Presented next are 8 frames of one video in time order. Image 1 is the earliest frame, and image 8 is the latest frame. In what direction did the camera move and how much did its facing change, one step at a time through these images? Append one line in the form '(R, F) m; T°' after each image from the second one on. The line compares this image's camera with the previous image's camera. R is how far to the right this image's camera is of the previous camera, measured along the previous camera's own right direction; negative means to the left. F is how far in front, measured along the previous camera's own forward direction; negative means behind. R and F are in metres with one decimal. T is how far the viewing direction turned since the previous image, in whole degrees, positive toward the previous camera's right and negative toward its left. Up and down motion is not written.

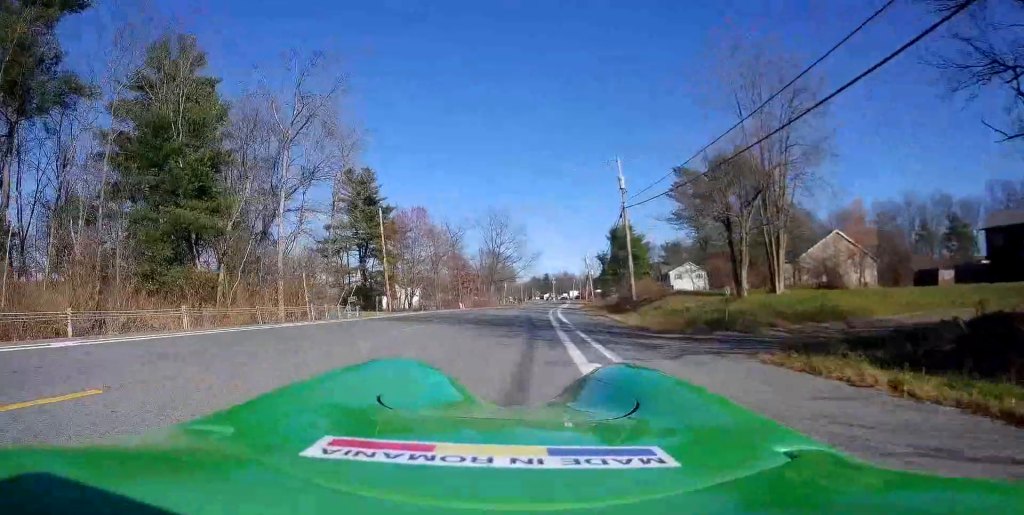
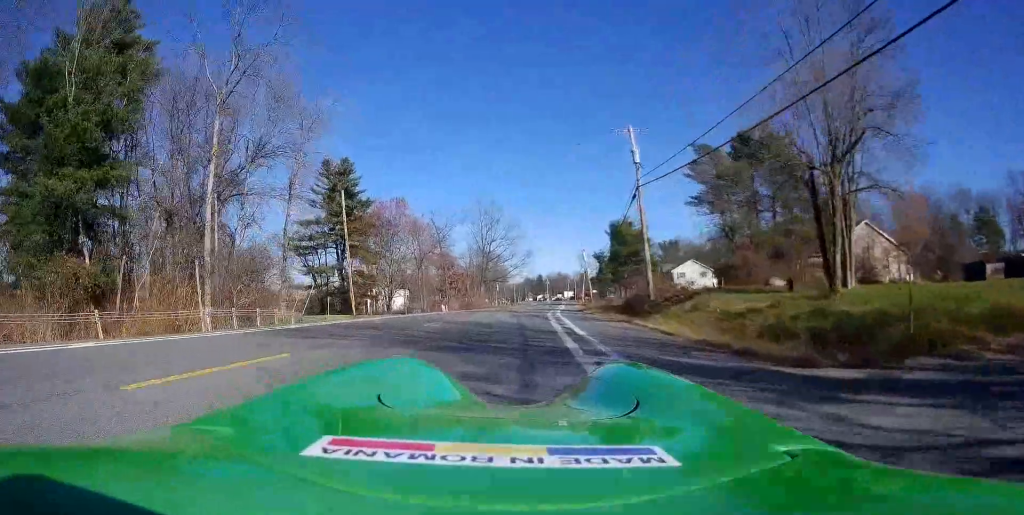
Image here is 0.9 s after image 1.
(-0.5, +8.7) m; -1°
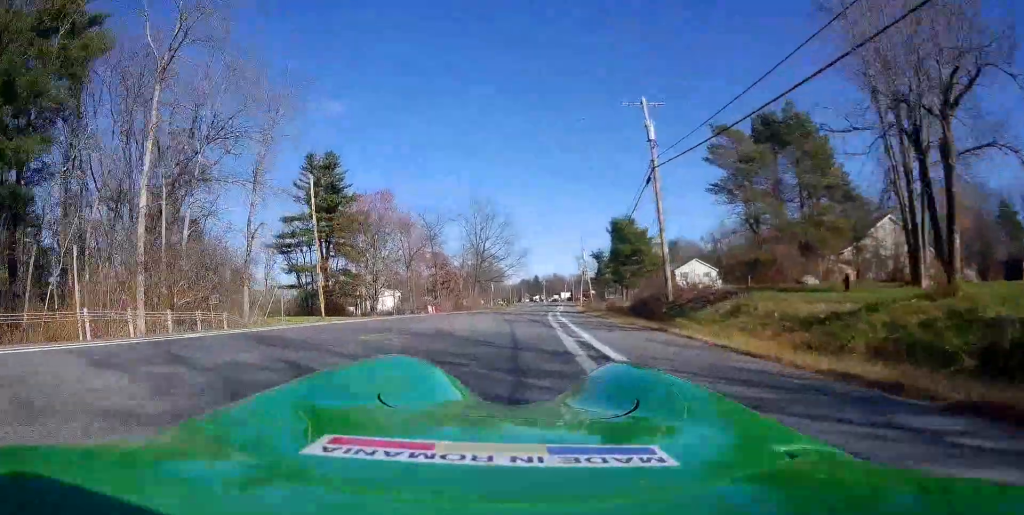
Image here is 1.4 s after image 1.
(0.0, +5.3) m; +1°
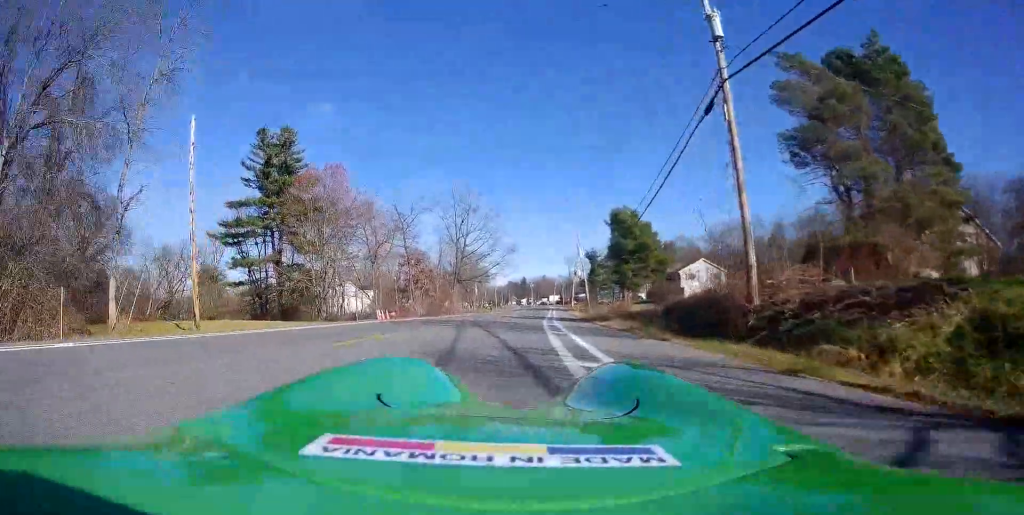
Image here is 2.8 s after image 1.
(+0.6, +13.0) m; +4°
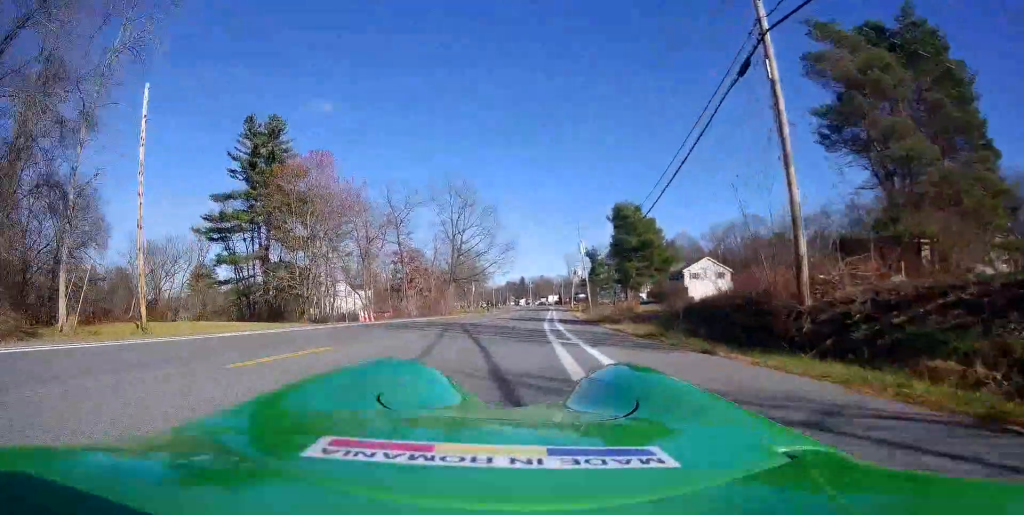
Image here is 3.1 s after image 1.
(0.0, +3.7) m; +1°
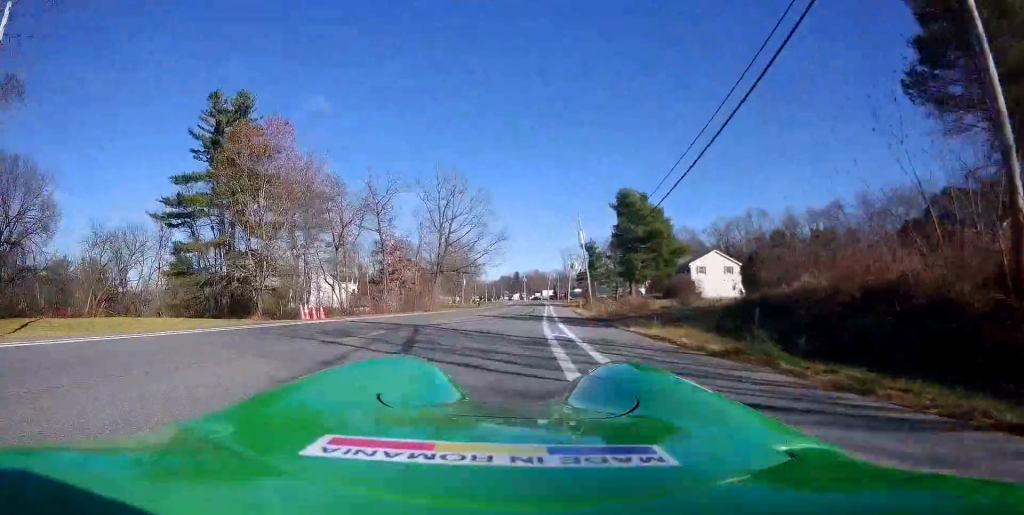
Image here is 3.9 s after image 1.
(0.0, +7.7) m; 0°
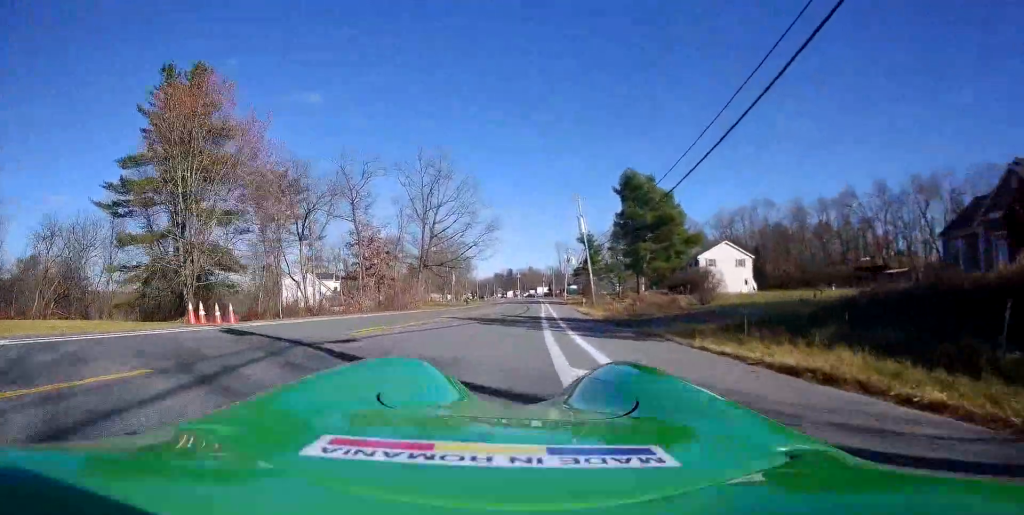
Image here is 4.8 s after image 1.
(0.0, +8.6) m; 0°
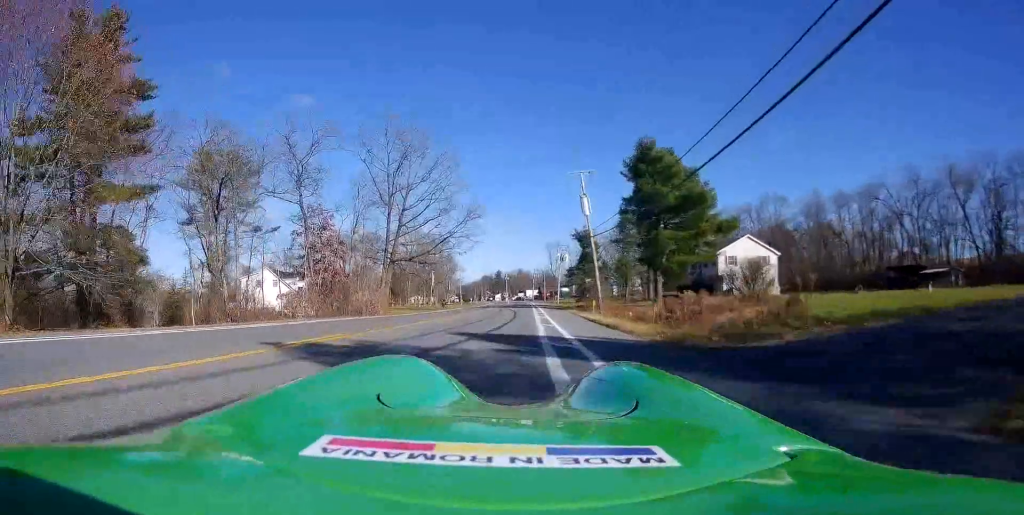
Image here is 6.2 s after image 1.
(+0.2, +14.1) m; +2°
